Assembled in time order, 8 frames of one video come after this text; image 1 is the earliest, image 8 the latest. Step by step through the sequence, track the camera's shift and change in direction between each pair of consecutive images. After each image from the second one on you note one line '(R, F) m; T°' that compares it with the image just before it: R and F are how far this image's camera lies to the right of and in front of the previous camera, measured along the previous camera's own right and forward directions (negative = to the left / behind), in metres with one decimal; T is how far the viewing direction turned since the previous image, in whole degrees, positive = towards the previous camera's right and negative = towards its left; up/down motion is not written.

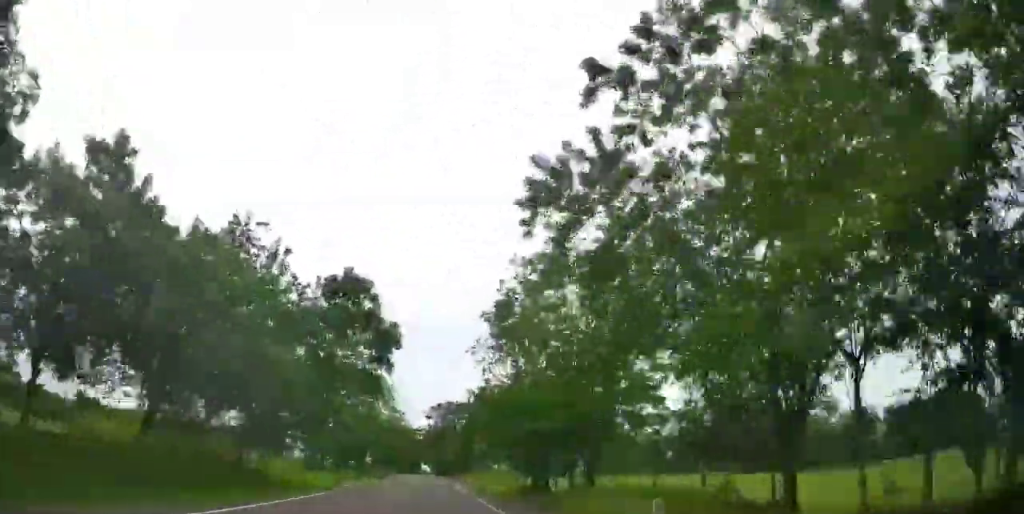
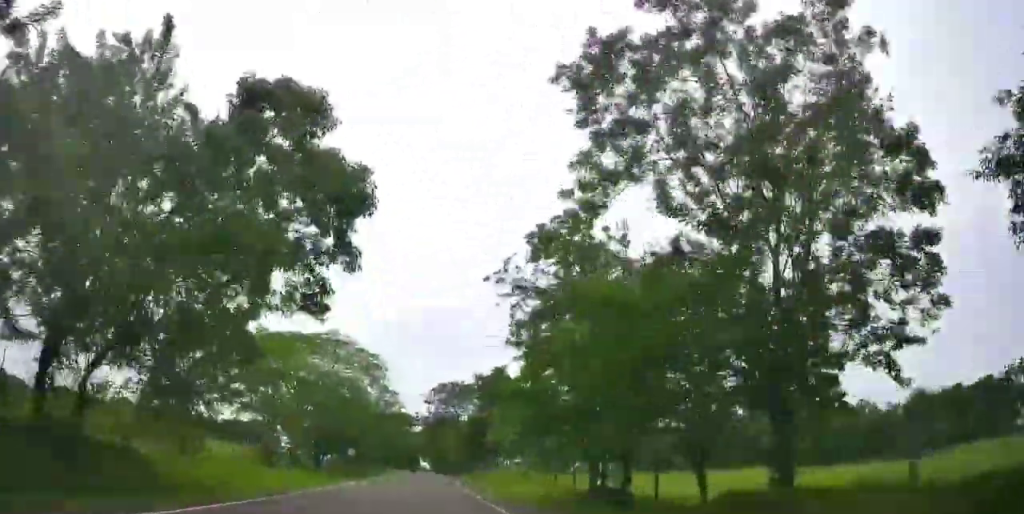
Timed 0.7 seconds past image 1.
(0.0, +13.8) m; 0°
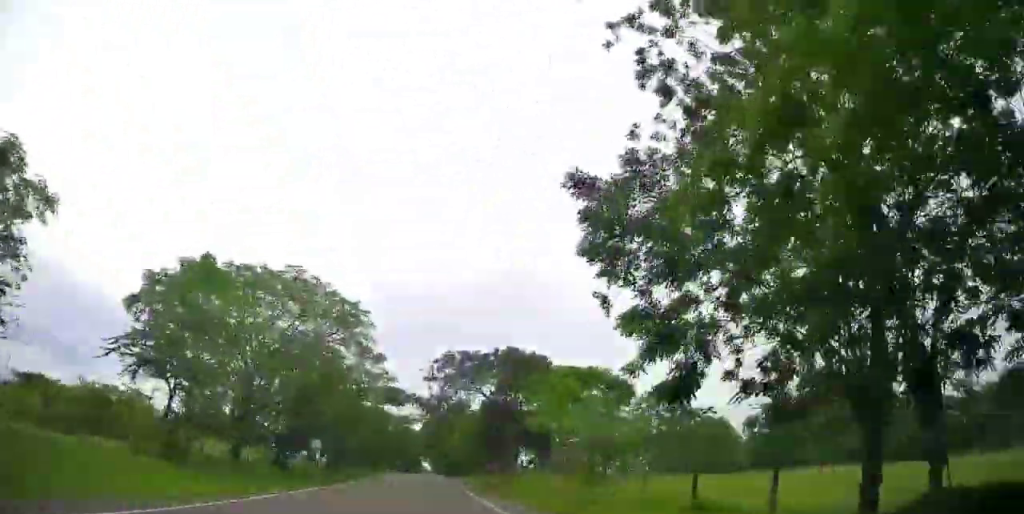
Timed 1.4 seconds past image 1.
(0.0, +15.8) m; 0°
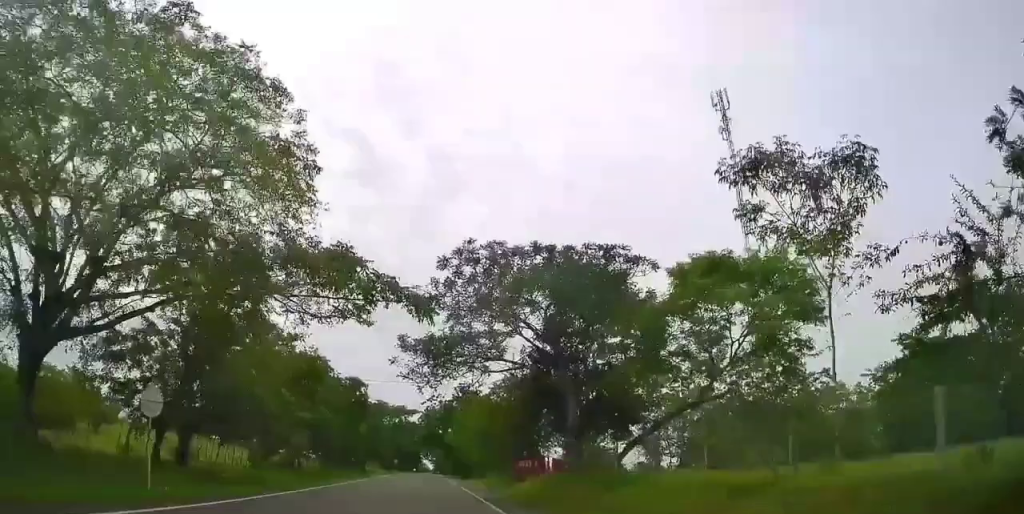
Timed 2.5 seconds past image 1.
(+0.1, +22.1) m; +1°
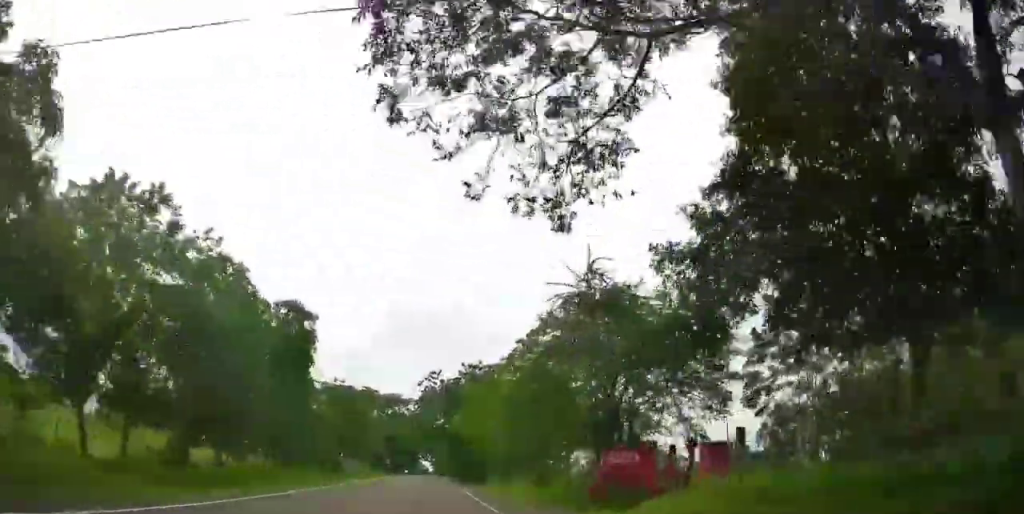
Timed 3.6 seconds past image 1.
(+0.1, +23.0) m; 0°
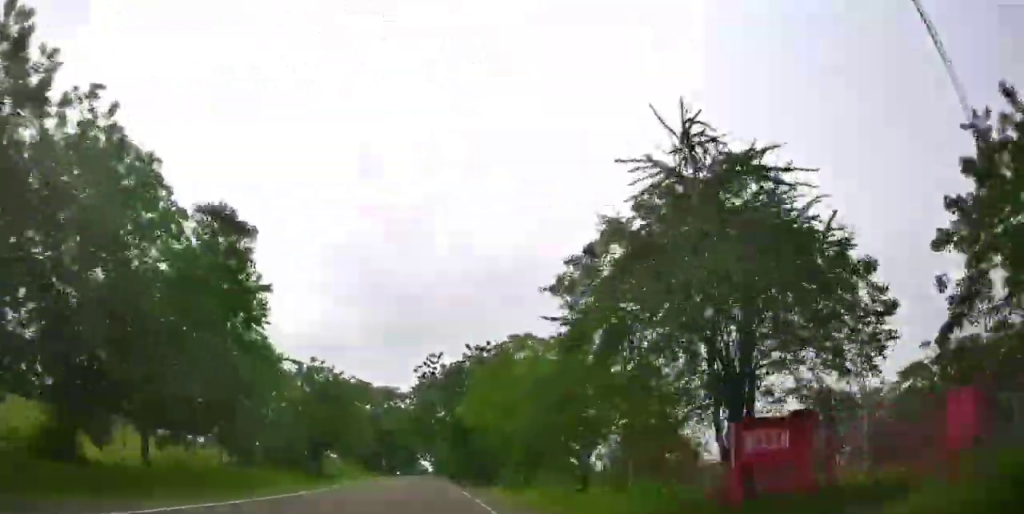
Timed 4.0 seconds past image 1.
(0.0, +10.2) m; 0°
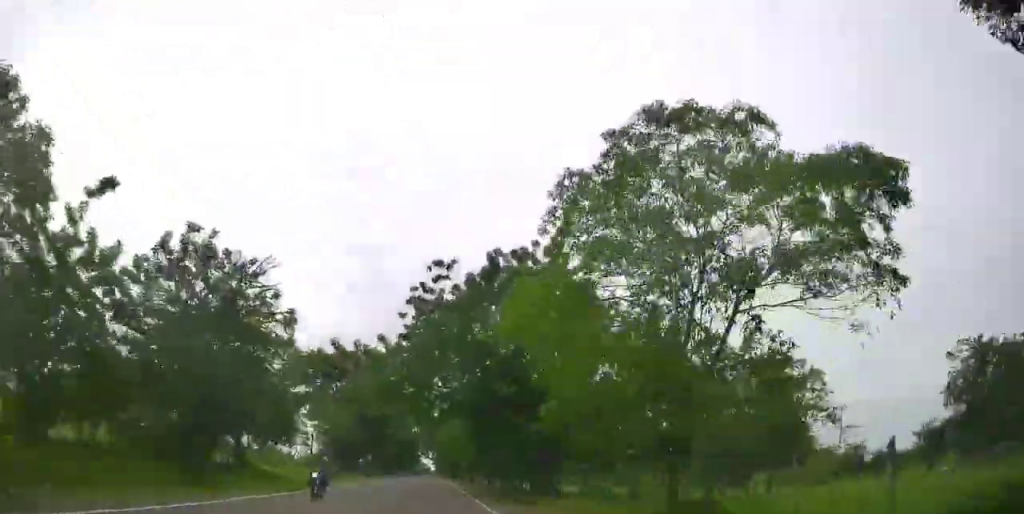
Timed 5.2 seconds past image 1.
(0.0, +24.6) m; 0°
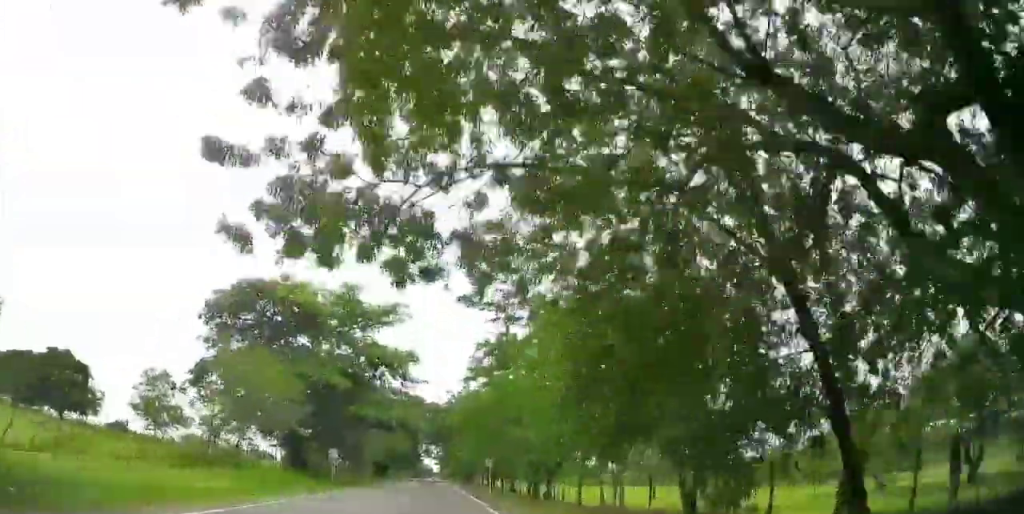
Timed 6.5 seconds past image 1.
(0.0, +27.8) m; 0°
